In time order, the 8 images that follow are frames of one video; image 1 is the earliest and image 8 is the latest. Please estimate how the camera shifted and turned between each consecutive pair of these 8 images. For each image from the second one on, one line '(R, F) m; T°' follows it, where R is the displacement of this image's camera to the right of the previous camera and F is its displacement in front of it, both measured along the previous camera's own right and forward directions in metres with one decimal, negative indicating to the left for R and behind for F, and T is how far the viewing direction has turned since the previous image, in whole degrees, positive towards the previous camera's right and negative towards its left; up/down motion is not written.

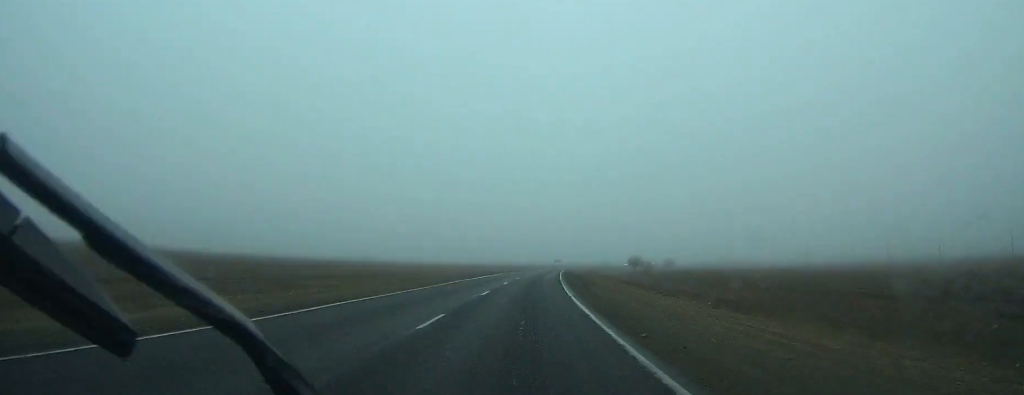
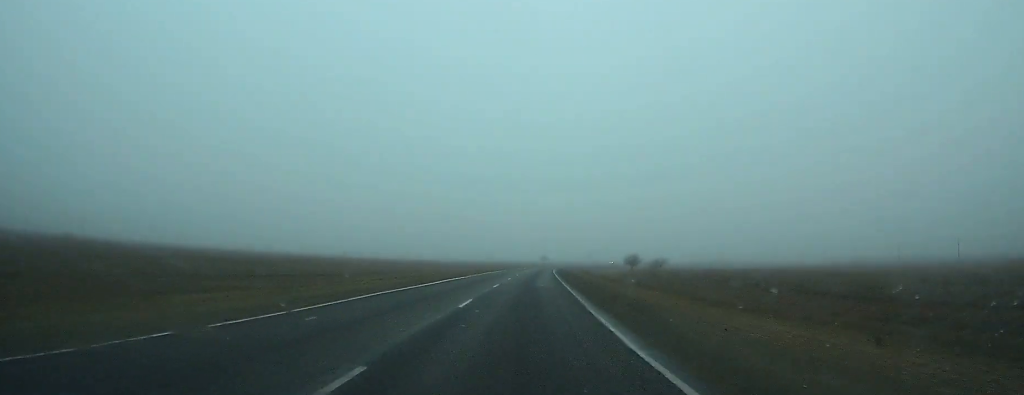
(0.0, +20.2) m; +1°
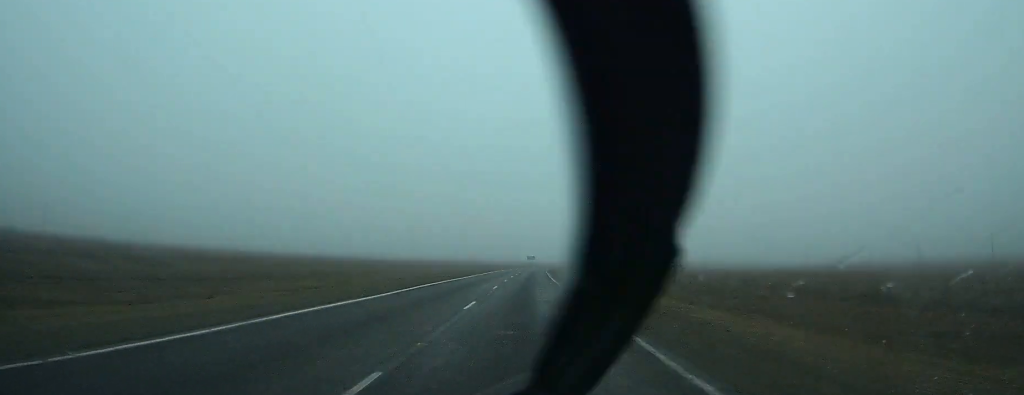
(+0.5, +25.3) m; +1°
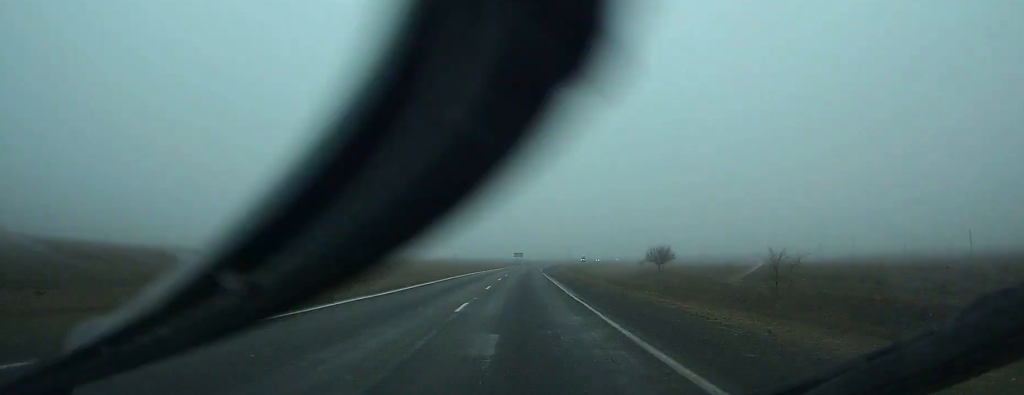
(+0.6, +38.2) m; +1°
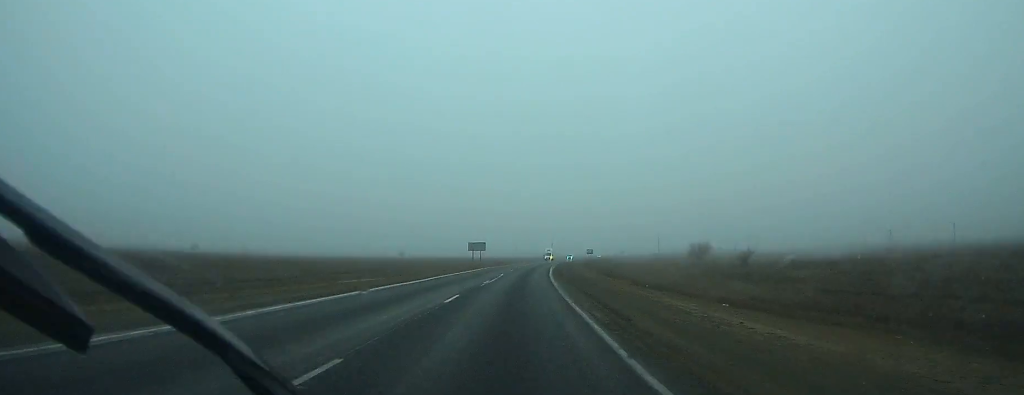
(+2.4, +91.3) m; +3°
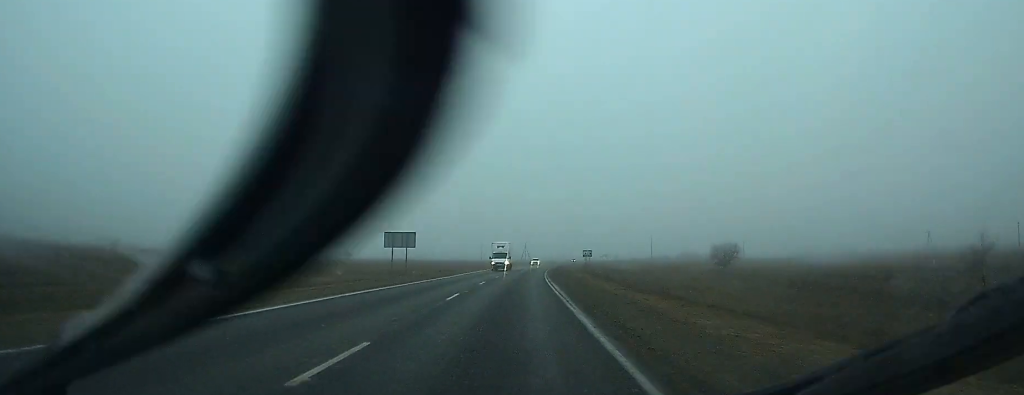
(+0.7, +45.3) m; +2°
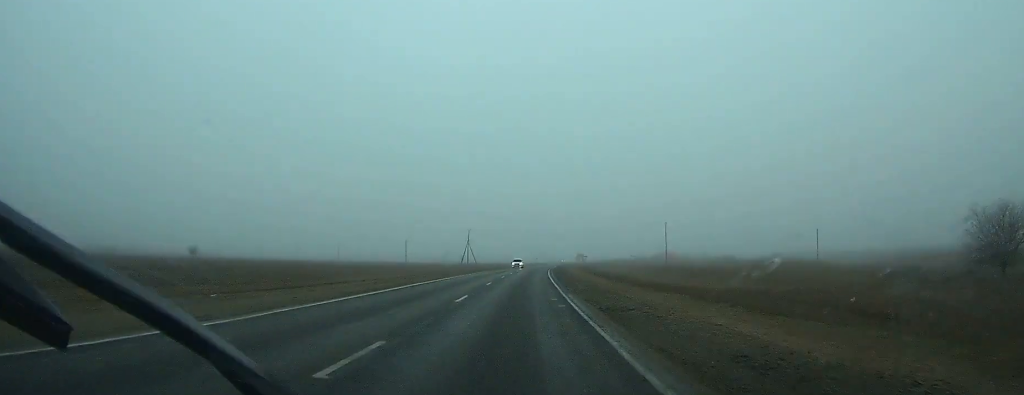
(+3.9, +99.0) m; +5°
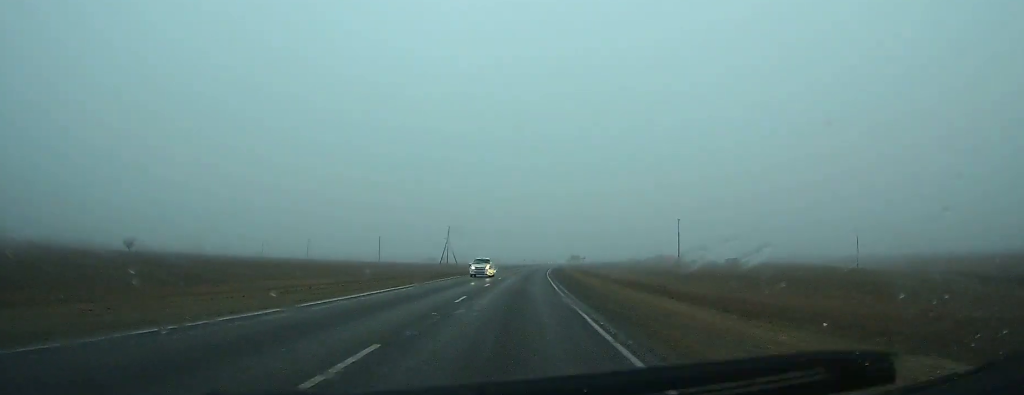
(+0.4, +24.7) m; +1°
